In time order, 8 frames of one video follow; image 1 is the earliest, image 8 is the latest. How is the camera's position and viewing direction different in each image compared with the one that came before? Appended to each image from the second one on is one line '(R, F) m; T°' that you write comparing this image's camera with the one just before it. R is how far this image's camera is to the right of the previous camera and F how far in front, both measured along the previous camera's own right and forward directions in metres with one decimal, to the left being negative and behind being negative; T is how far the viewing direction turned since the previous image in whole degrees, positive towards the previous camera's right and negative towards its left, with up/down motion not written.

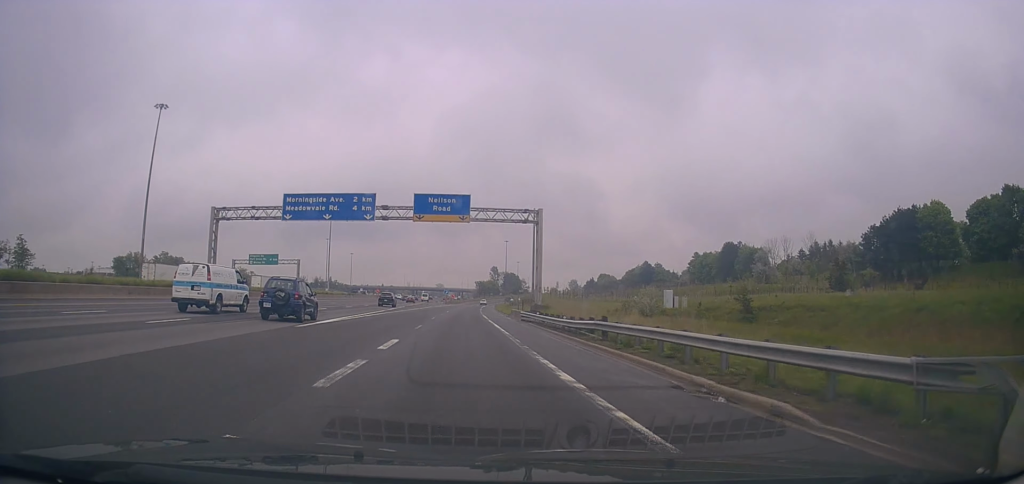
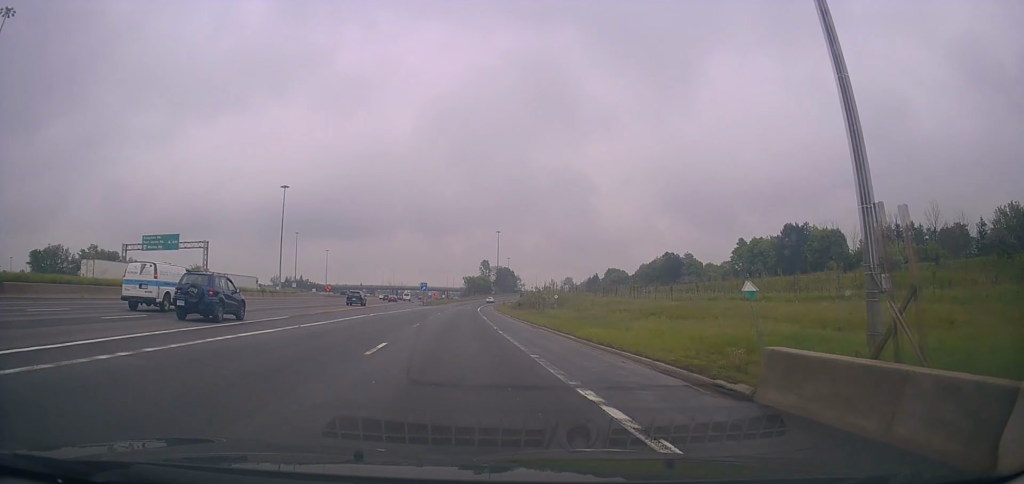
(+0.2, +48.7) m; 0°
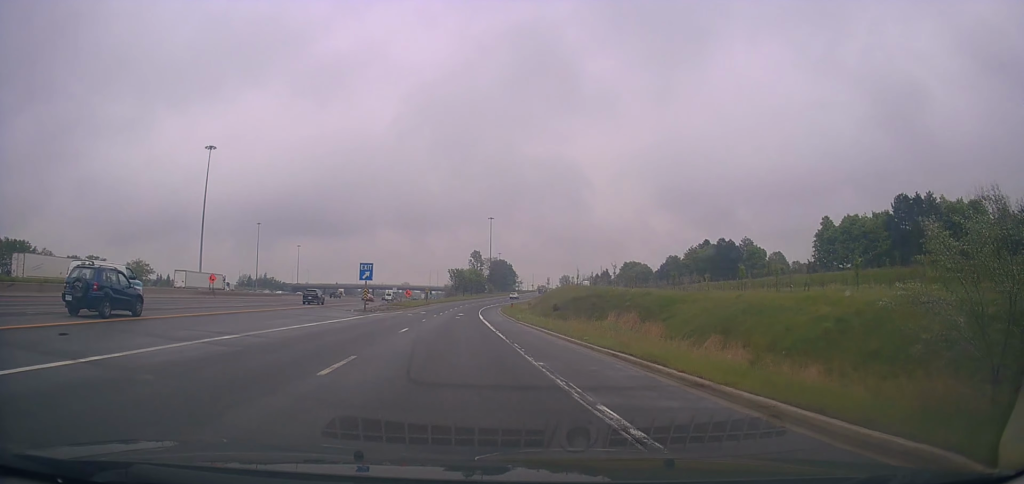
(+1.0, +52.4) m; +2°
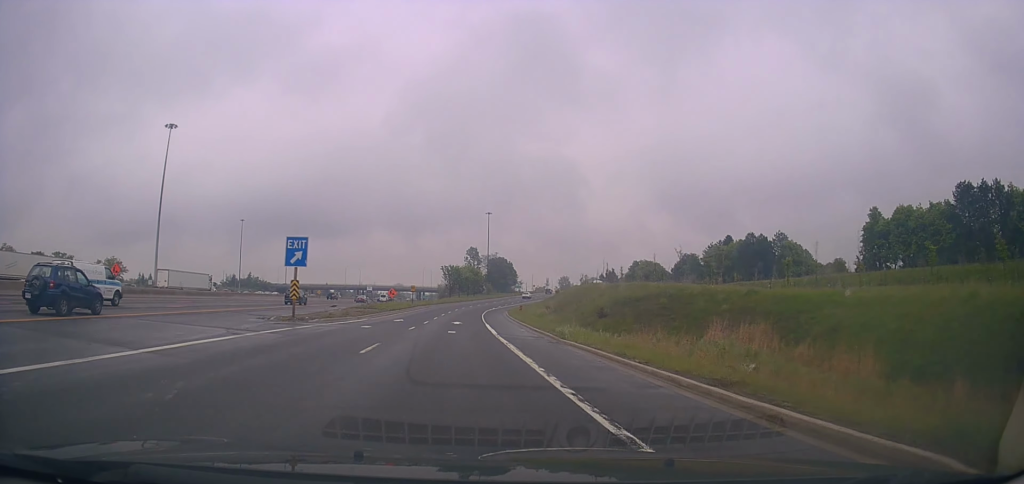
(0.0, +20.1) m; +1°
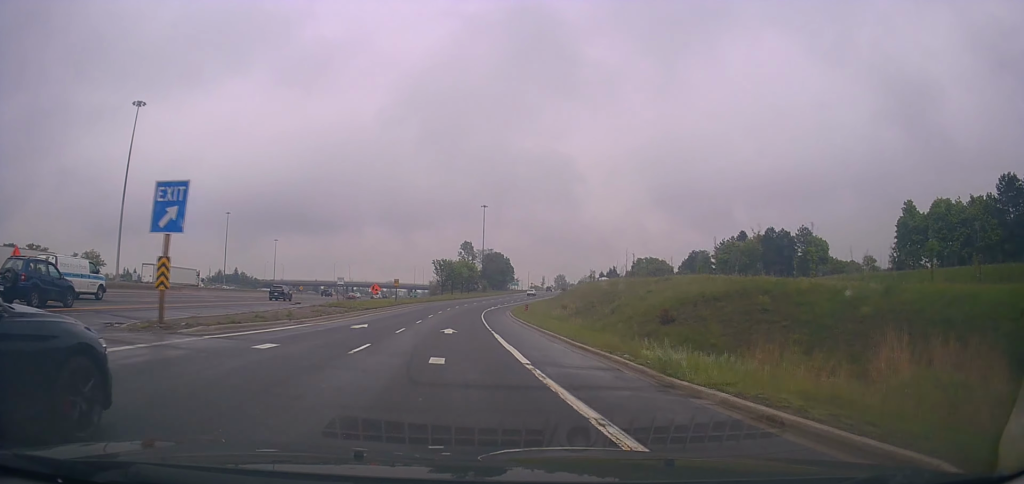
(-0.2, +13.0) m; +1°
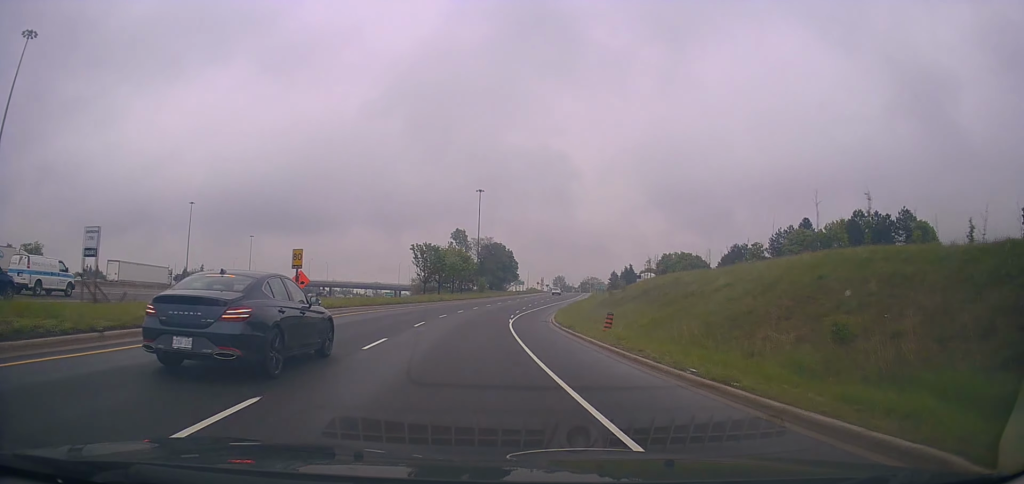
(+1.1, +36.3) m; +2°
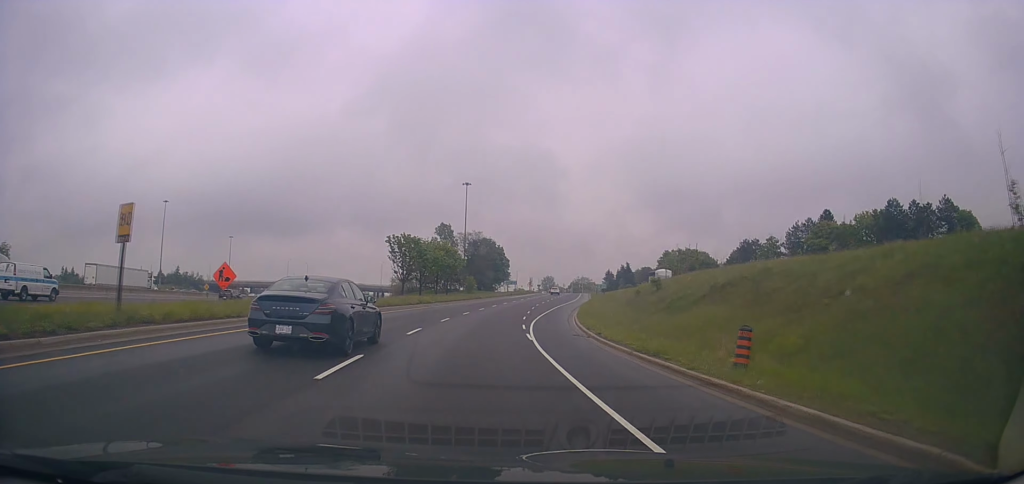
(-0.1, +13.8) m; +1°
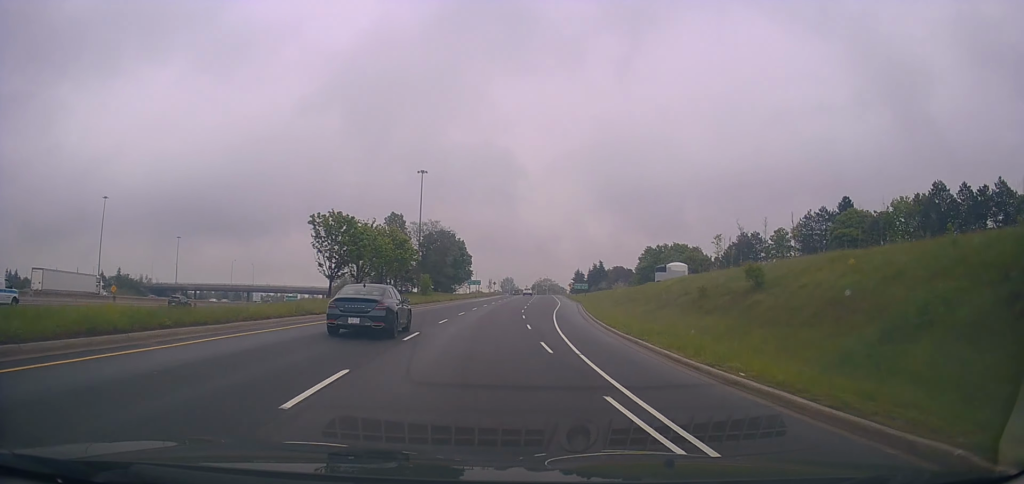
(+0.2, +19.9) m; +3°
